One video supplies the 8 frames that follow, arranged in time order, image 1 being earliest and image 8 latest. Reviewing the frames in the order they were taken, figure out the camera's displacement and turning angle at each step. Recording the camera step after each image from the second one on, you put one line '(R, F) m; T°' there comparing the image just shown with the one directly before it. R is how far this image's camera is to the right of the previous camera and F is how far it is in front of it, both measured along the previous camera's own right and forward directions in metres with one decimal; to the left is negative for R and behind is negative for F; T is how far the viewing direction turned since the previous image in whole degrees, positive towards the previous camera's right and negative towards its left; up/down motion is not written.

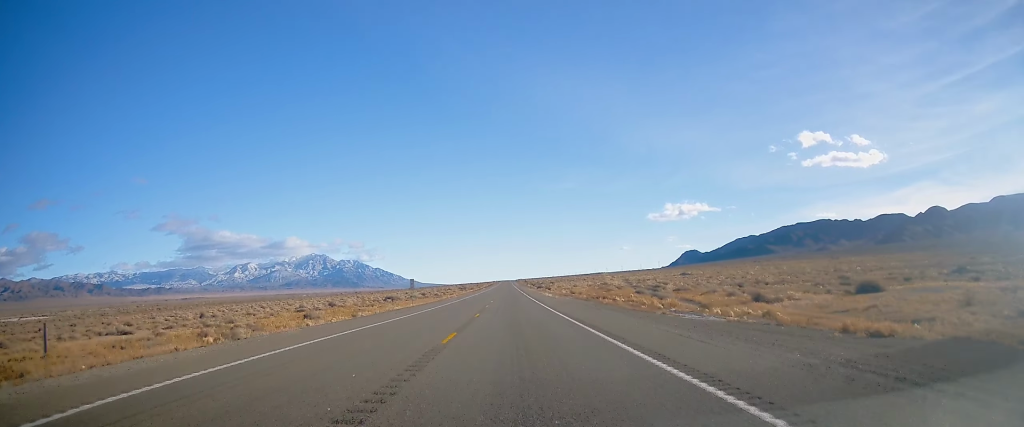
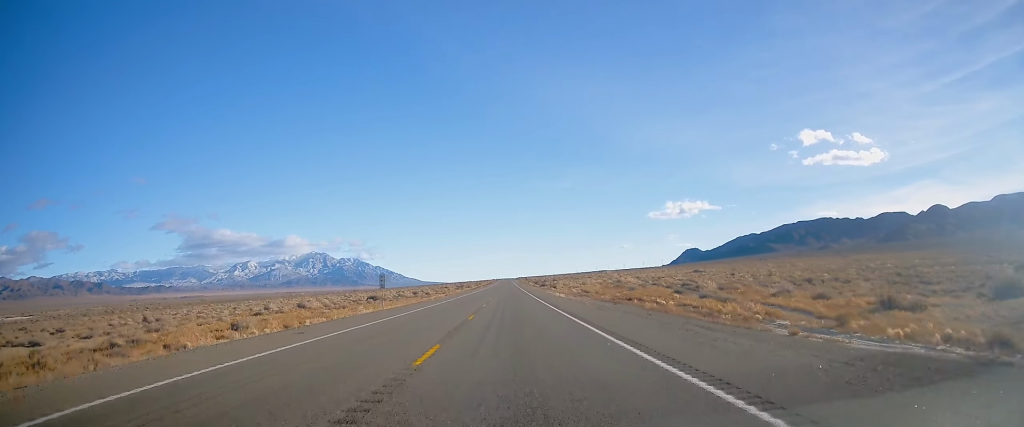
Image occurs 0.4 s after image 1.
(0.0, +16.1) m; 0°
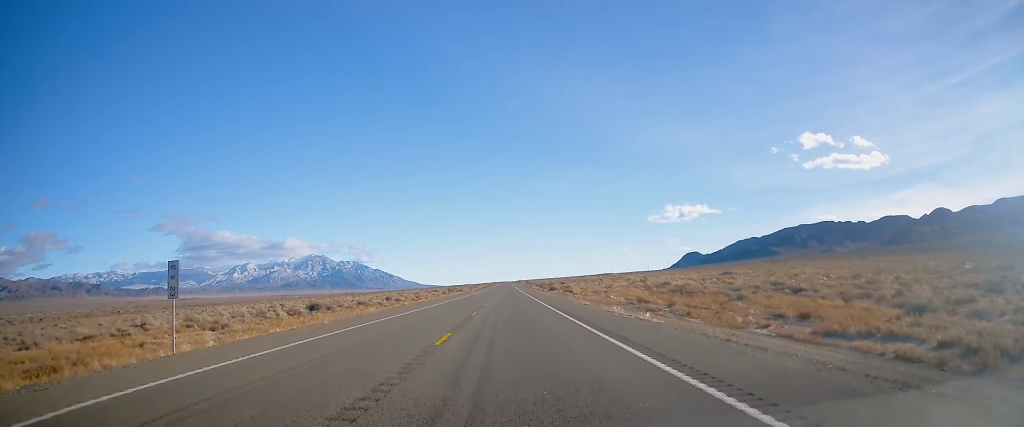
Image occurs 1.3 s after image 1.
(-0.2, +33.0) m; 0°
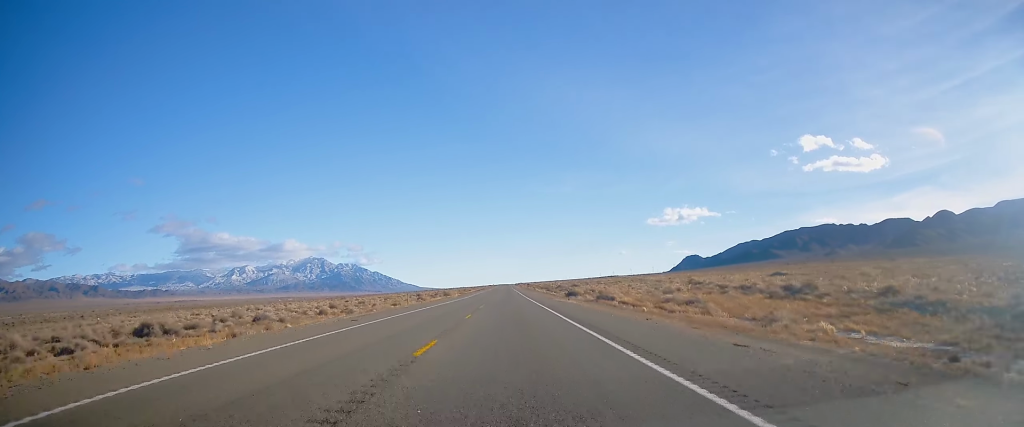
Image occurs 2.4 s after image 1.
(+0.3, +38.3) m; 0°
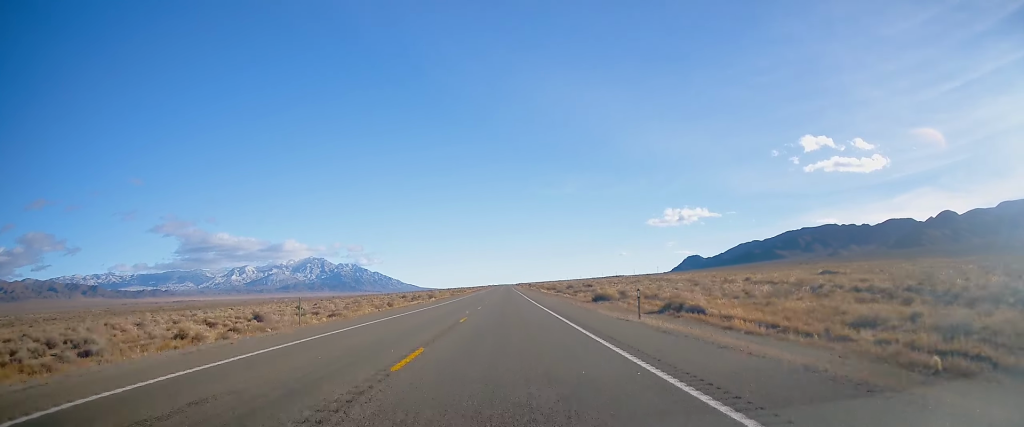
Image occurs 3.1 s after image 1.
(-0.1, +26.2) m; 0°
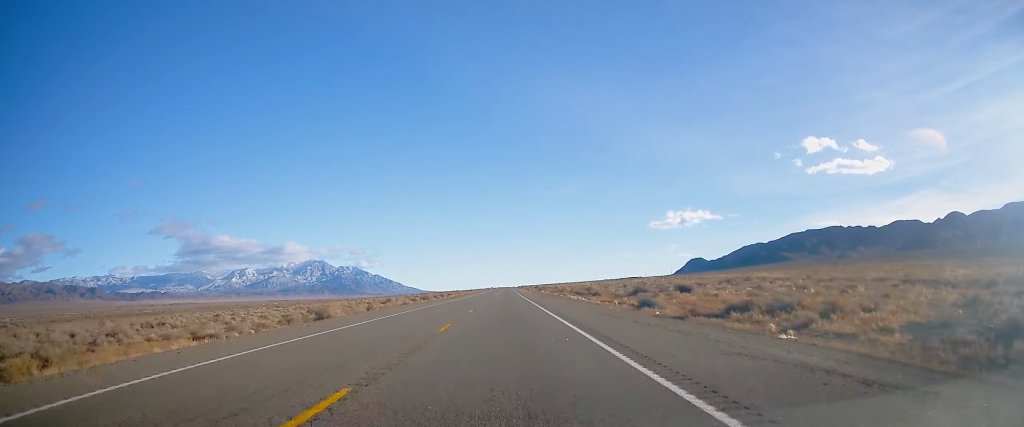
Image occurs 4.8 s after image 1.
(0.0, +66.1) m; 0°
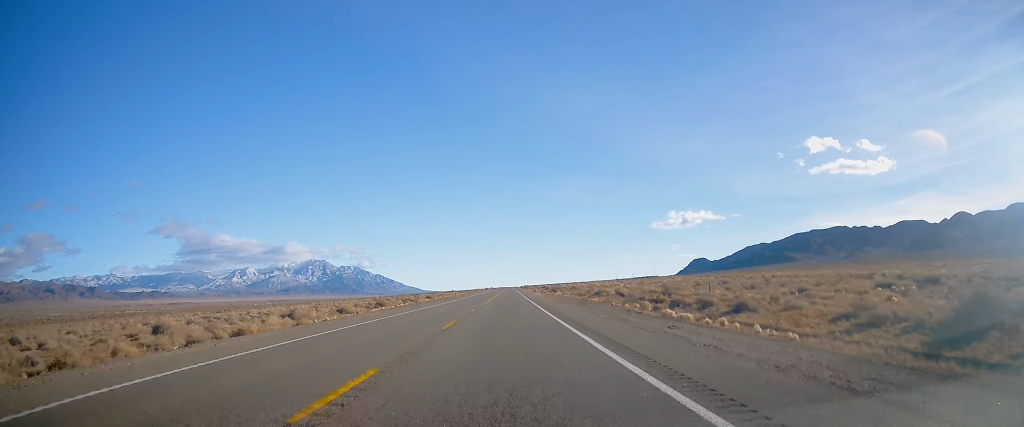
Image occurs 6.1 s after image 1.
(-0.2, +46.9) m; 0°
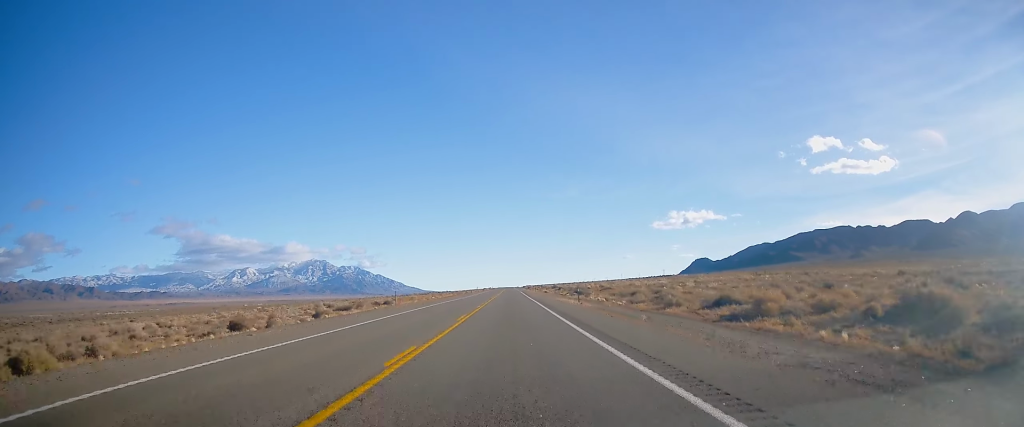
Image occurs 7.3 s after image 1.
(-0.2, +44.6) m; 0°
